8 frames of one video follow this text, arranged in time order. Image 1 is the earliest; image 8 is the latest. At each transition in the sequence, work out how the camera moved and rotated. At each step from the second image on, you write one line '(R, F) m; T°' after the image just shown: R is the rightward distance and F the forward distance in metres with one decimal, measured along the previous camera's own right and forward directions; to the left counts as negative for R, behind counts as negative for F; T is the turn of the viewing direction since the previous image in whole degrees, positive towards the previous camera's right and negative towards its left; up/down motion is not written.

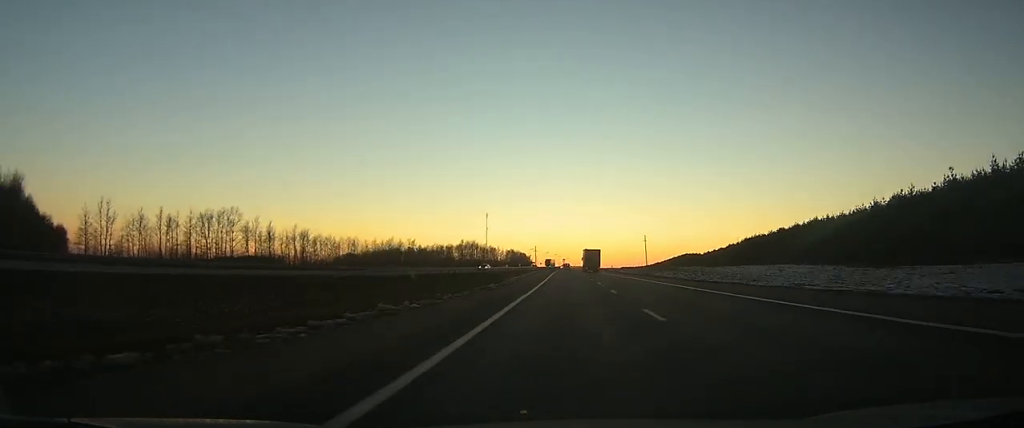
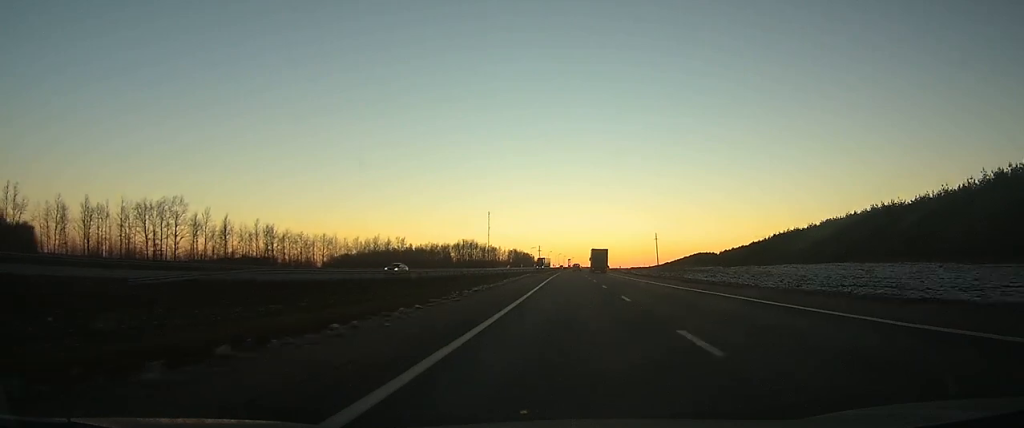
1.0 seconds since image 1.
(-0.1, +29.7) m; 0°
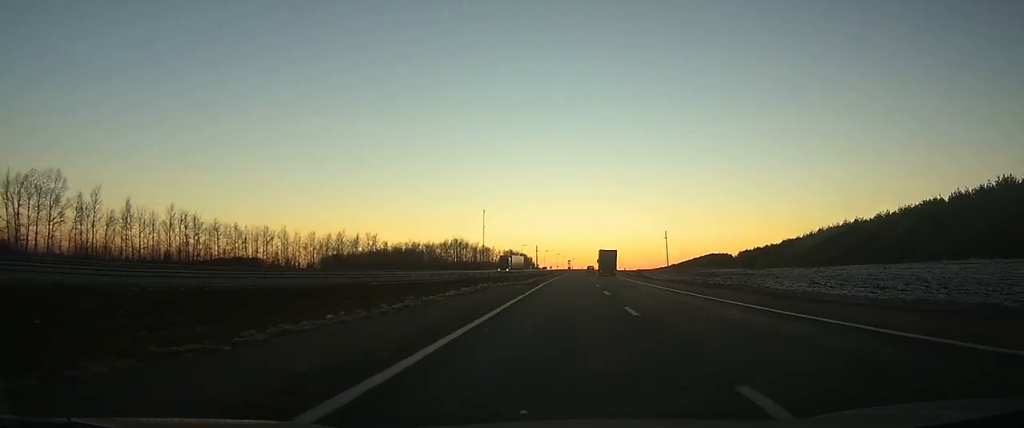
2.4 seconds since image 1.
(-0.3, +41.7) m; 0°
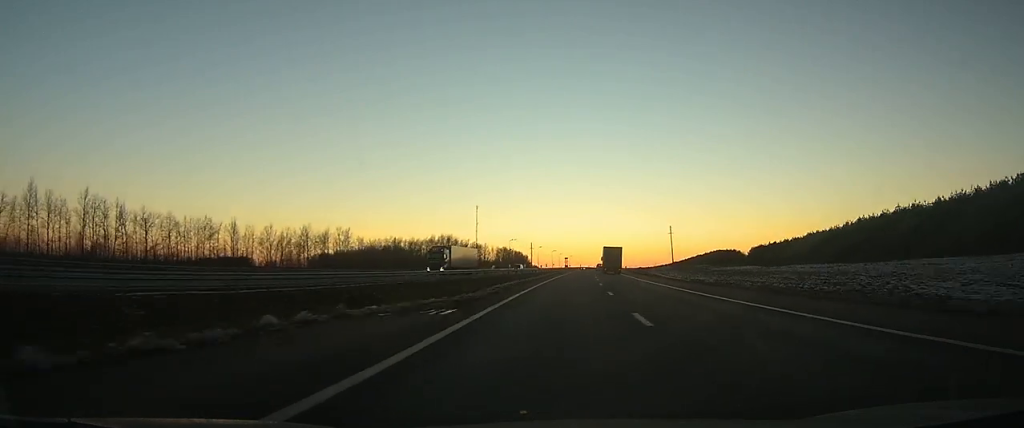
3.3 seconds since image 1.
(0.0, +27.1) m; 0°
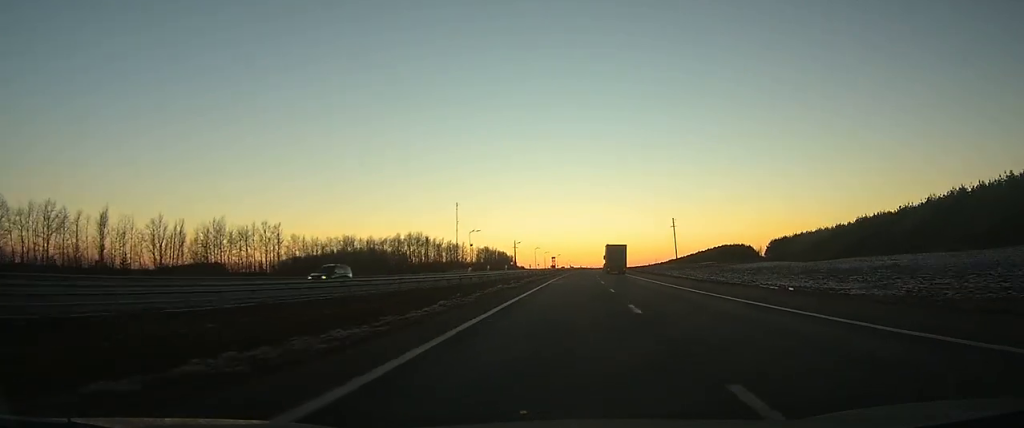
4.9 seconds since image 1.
(+0.1, +44.0) m; +1°
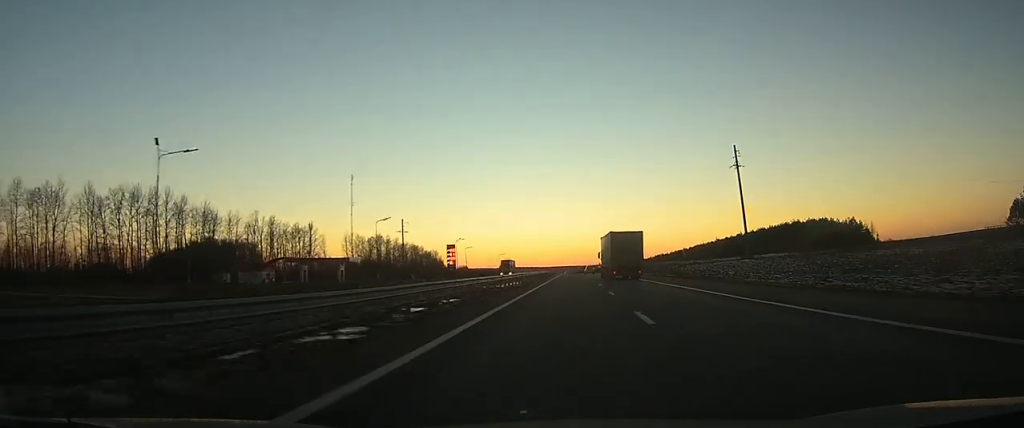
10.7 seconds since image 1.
(+5.8, +168.1) m; +4°
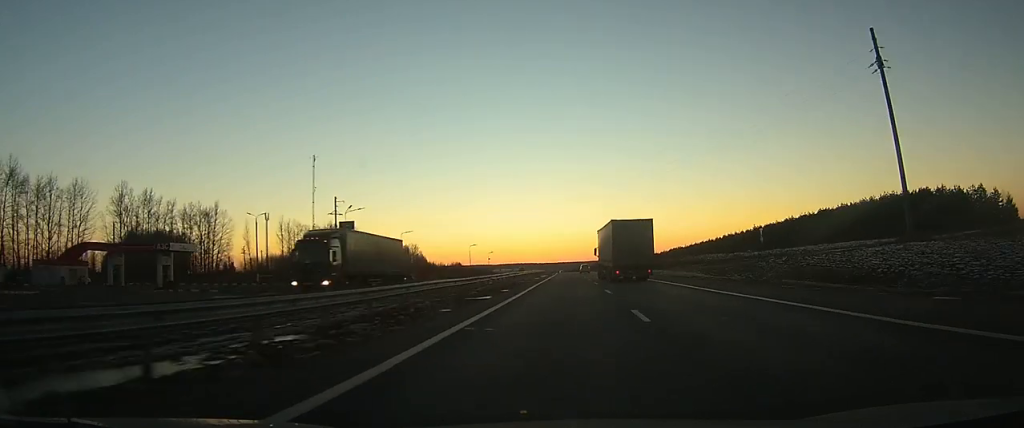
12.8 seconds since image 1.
(+0.6, +61.0) m; 0°
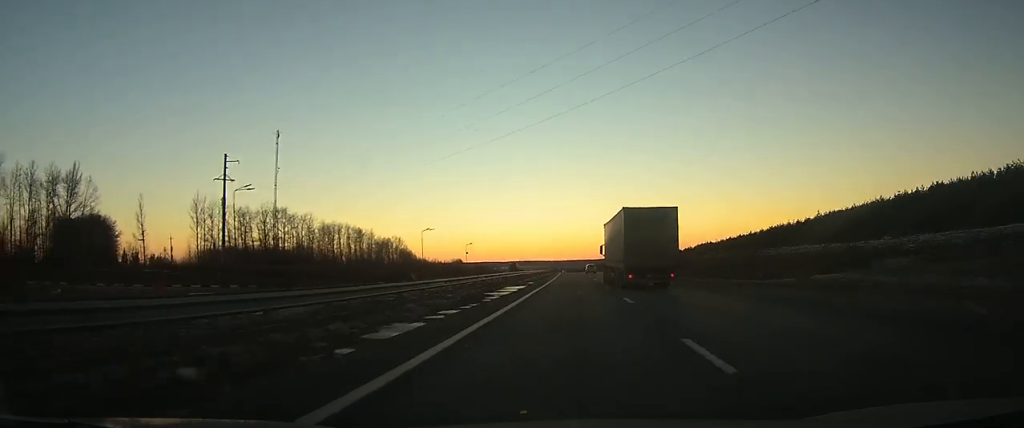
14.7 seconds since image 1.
(-0.3, +52.9) m; -1°
